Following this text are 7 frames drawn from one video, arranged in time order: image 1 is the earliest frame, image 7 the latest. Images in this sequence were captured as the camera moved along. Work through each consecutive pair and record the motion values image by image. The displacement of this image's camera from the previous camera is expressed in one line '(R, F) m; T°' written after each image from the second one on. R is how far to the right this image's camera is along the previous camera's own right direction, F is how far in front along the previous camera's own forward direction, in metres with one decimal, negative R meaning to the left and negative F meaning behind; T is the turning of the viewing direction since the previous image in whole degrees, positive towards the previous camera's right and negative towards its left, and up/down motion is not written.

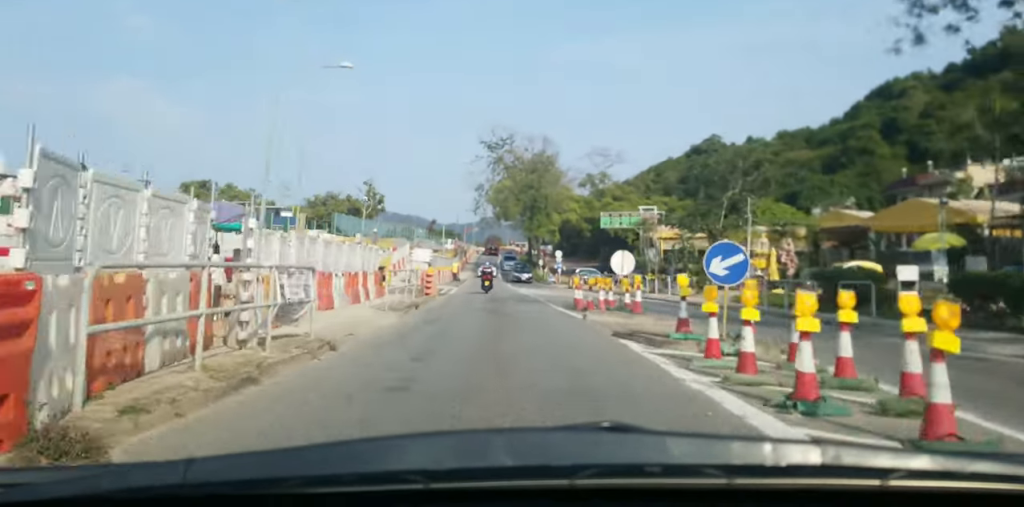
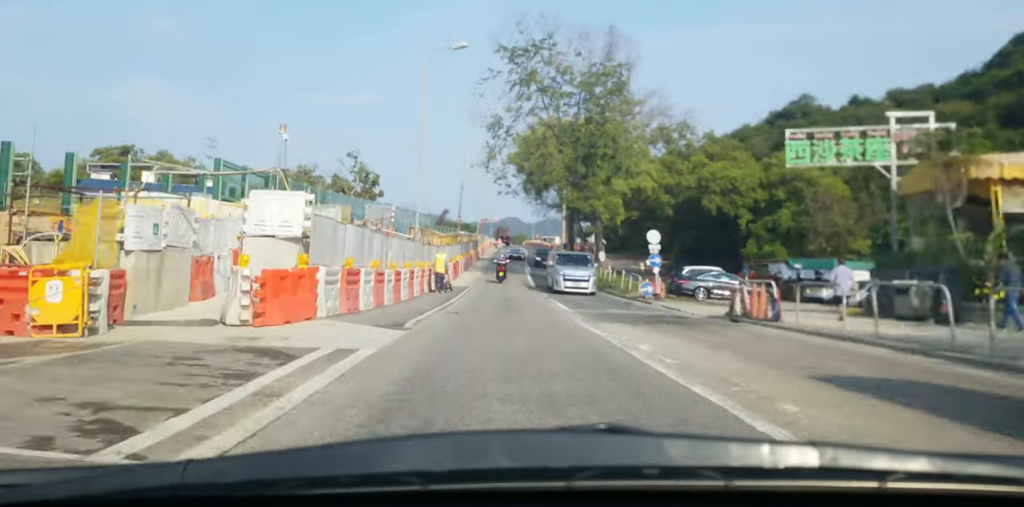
(-3.2, +36.4) m; -5°
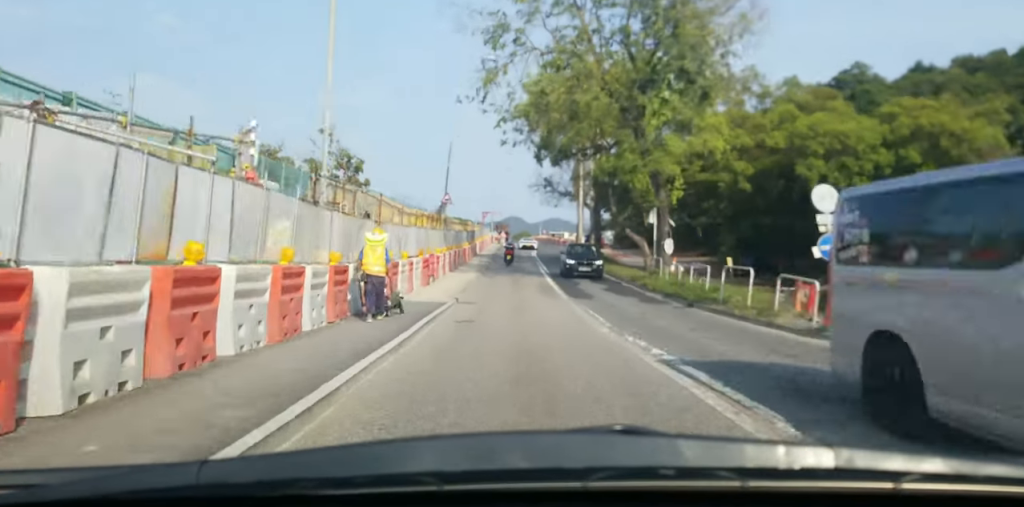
(+0.6, +17.9) m; +3°
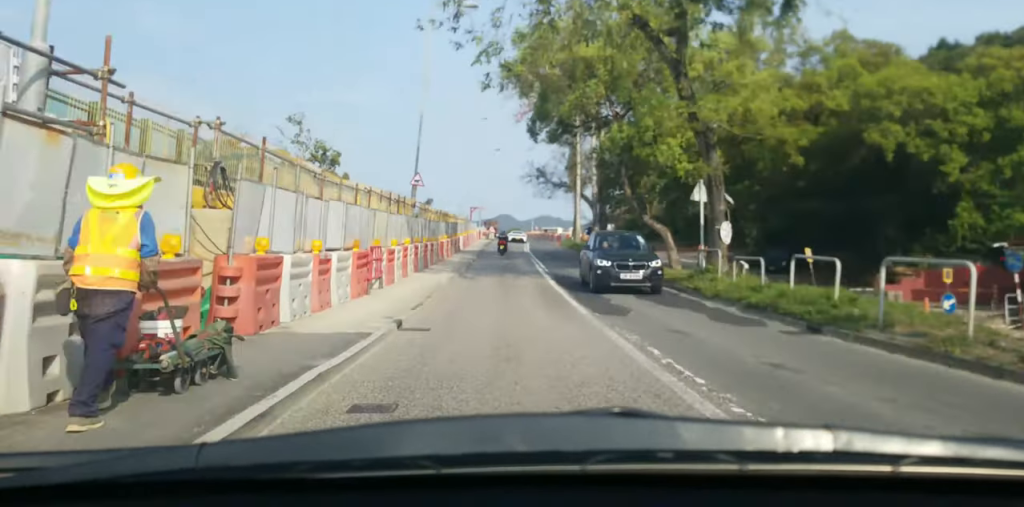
(0.0, +9.2) m; 0°
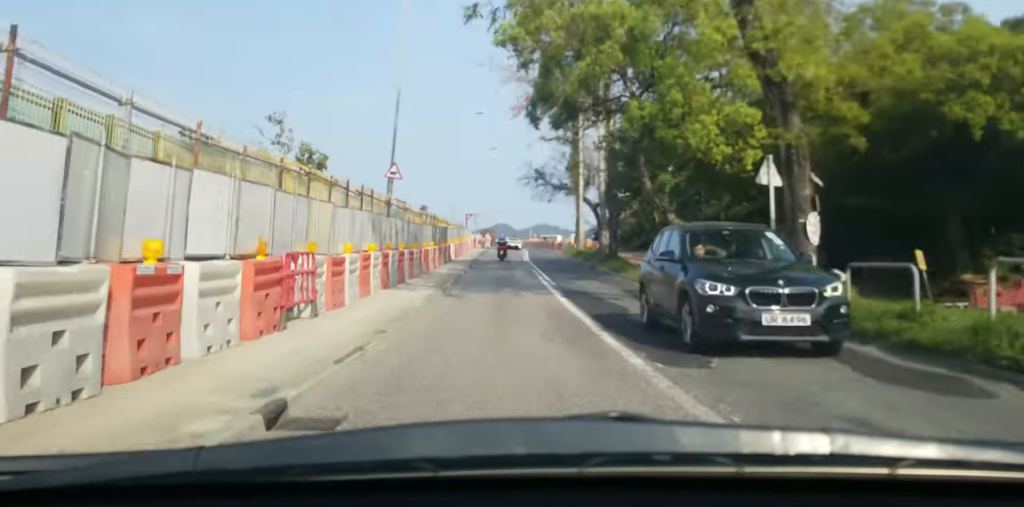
(0.0, +5.7) m; 0°
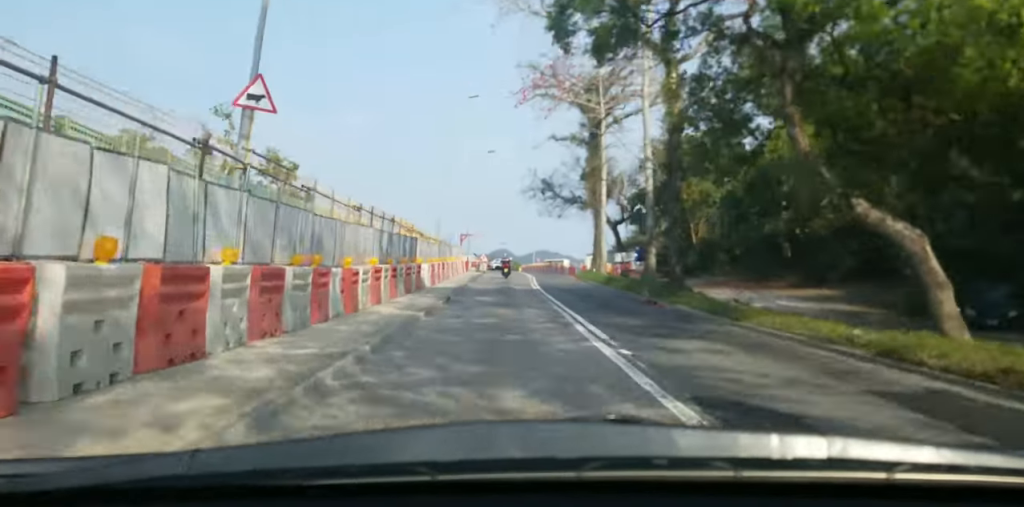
(0.0, +15.6) m; 0°
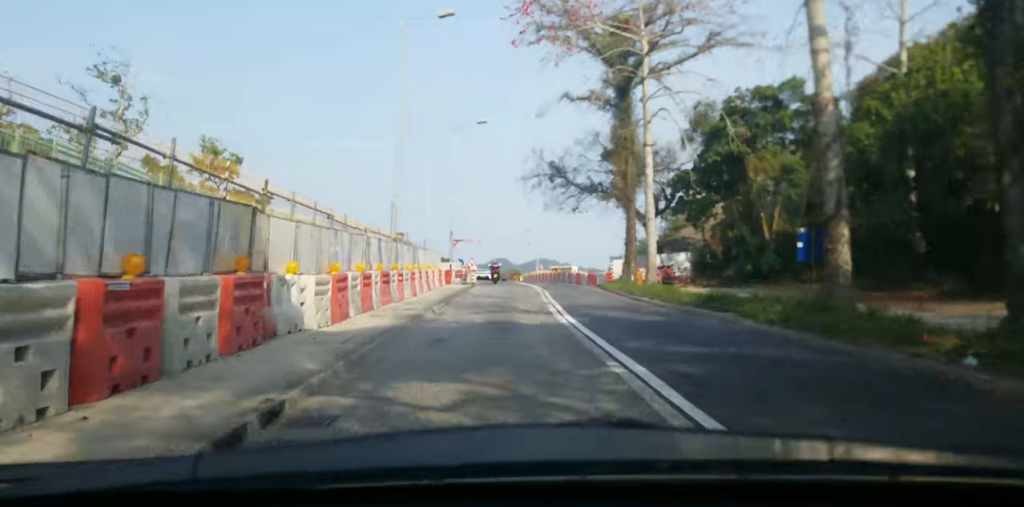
(0.0, +18.7) m; 0°
